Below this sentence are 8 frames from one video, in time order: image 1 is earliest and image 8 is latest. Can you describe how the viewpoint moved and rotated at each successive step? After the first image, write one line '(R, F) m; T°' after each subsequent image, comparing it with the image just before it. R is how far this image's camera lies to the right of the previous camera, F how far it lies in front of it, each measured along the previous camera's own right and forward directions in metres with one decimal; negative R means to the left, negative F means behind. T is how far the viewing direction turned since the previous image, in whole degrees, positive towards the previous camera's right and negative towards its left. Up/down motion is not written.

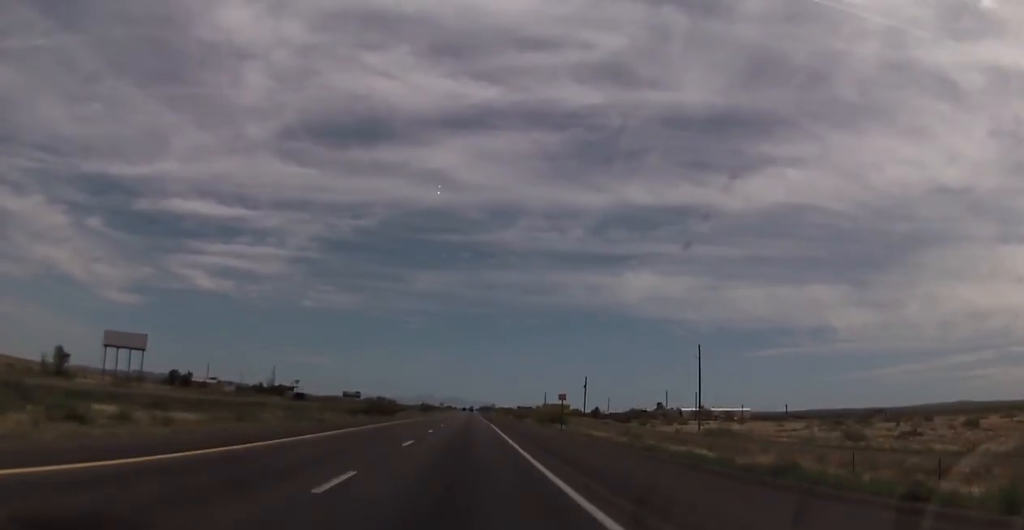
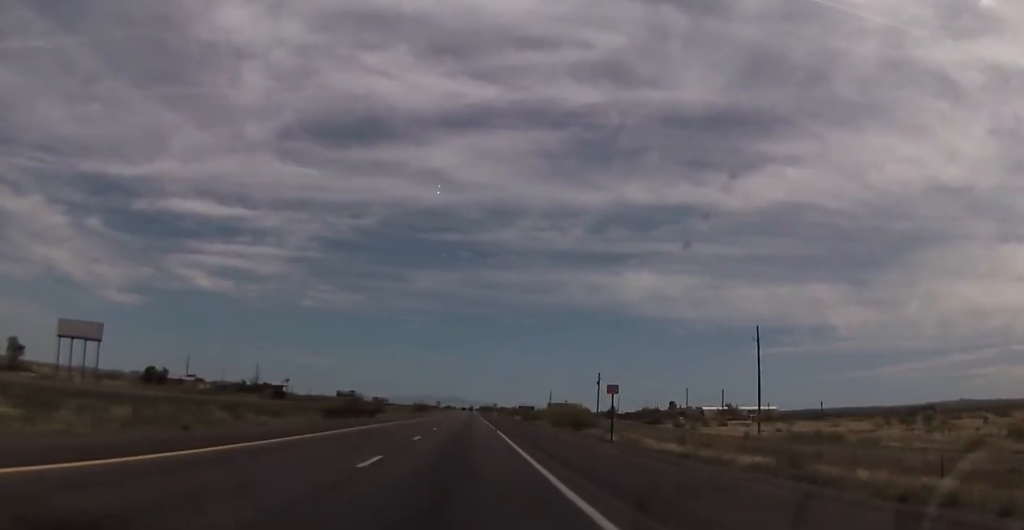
(+0.1, +20.5) m; -1°
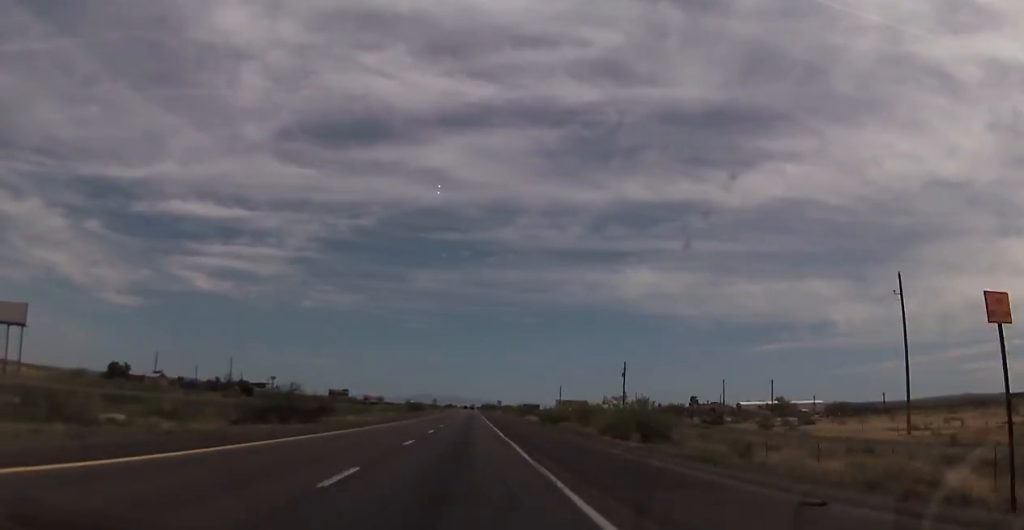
(-0.4, +27.8) m; -1°
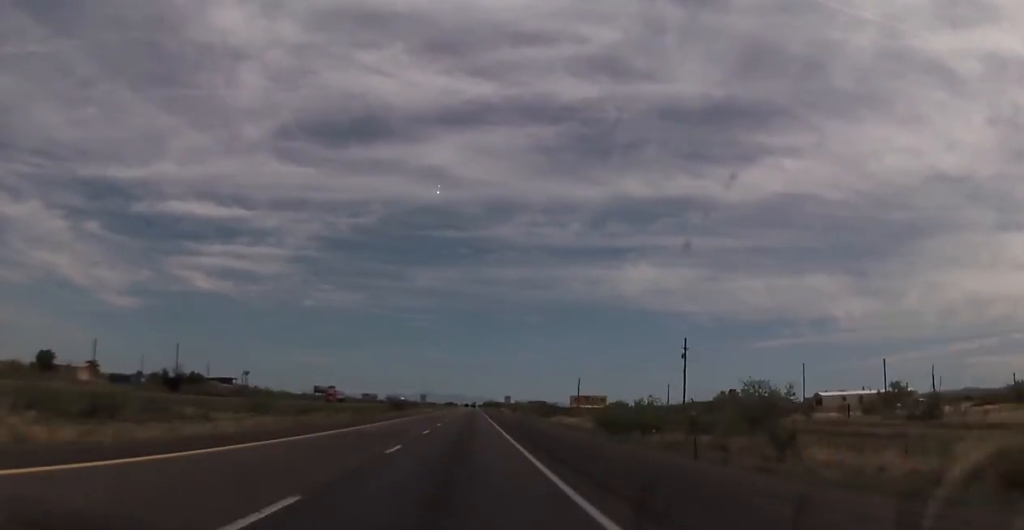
(-0.1, +41.1) m; +1°
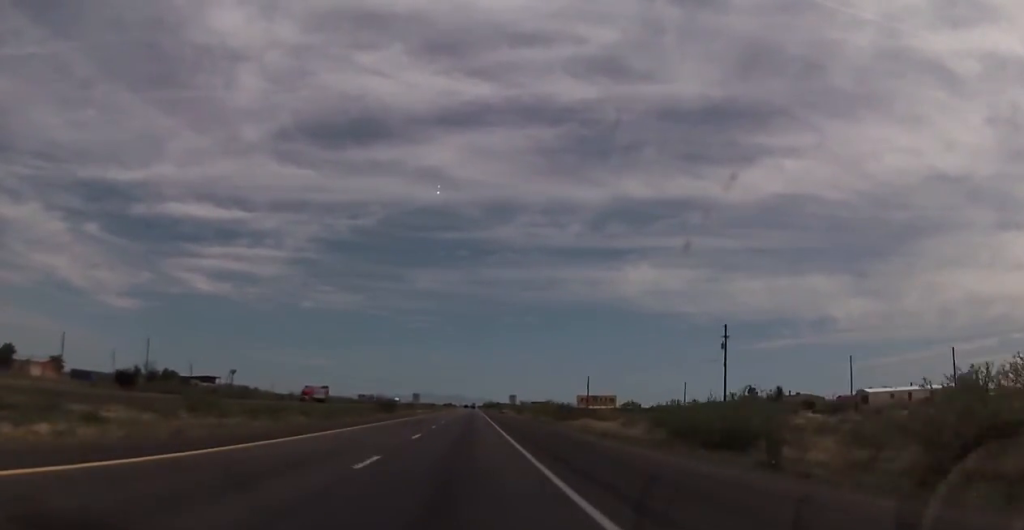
(+0.2, +17.0) m; 0°
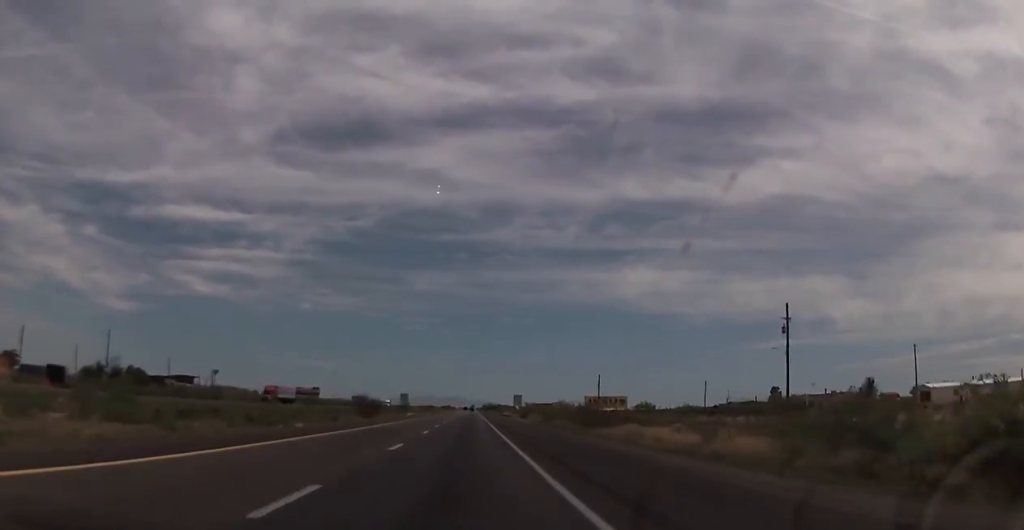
(+0.1, +18.2) m; 0°
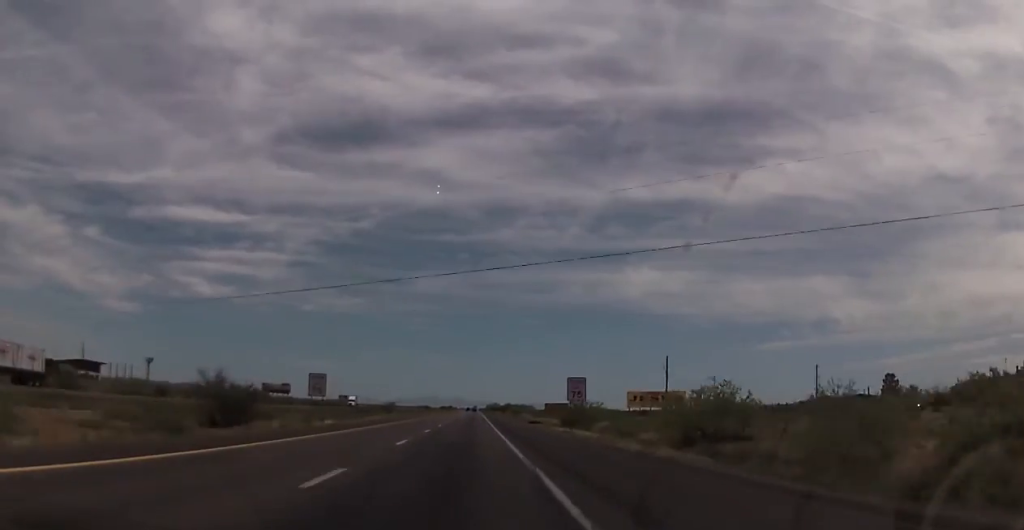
(-0.4, +58.6) m; -1°
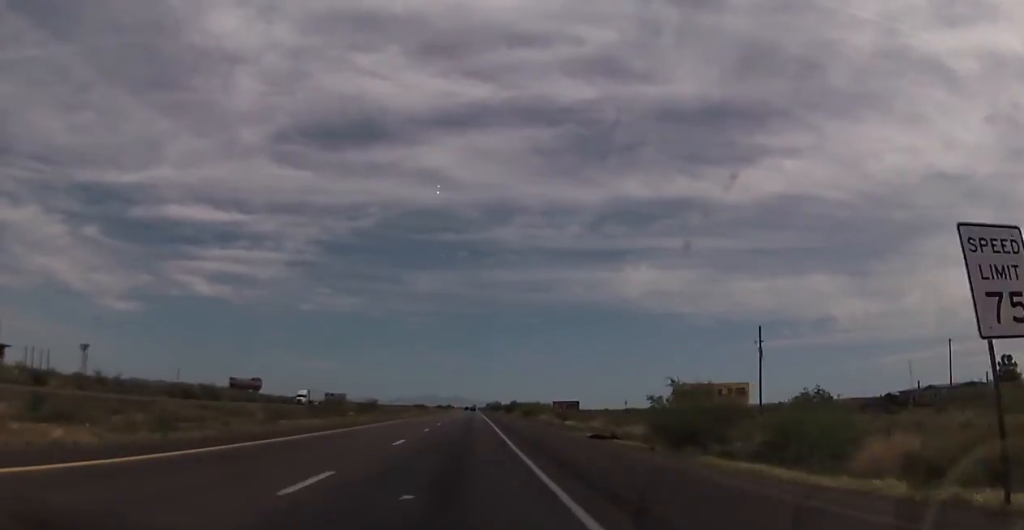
(0.0, +37.8) m; 0°
